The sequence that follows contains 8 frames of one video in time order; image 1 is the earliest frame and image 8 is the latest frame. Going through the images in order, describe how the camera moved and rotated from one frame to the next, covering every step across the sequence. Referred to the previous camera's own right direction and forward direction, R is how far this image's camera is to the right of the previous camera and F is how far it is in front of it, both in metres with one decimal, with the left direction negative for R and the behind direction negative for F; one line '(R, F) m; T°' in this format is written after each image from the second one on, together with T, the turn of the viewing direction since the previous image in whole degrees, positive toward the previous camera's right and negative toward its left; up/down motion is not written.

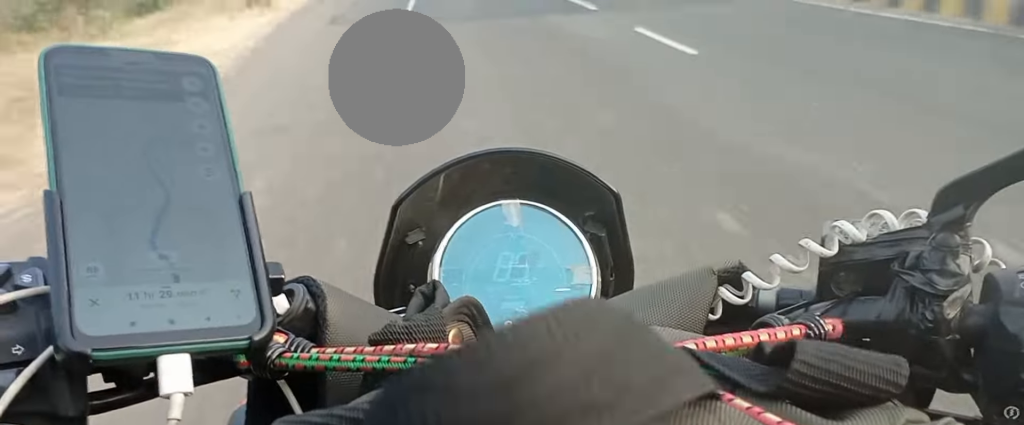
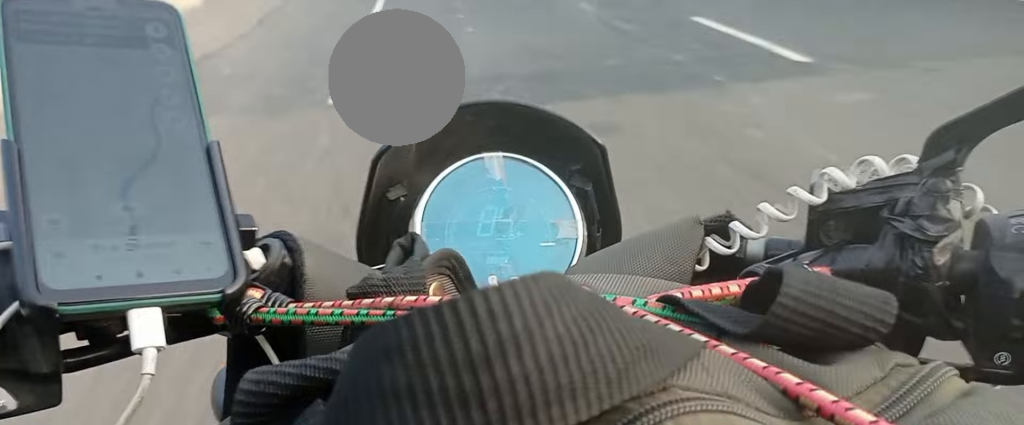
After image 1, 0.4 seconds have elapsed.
(+0.2, +10.5) m; 0°
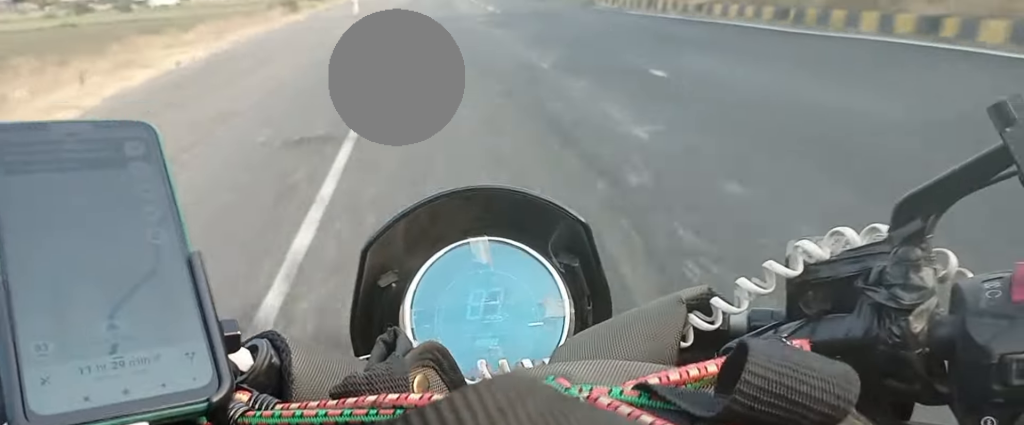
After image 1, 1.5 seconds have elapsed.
(0.0, +24.5) m; +1°
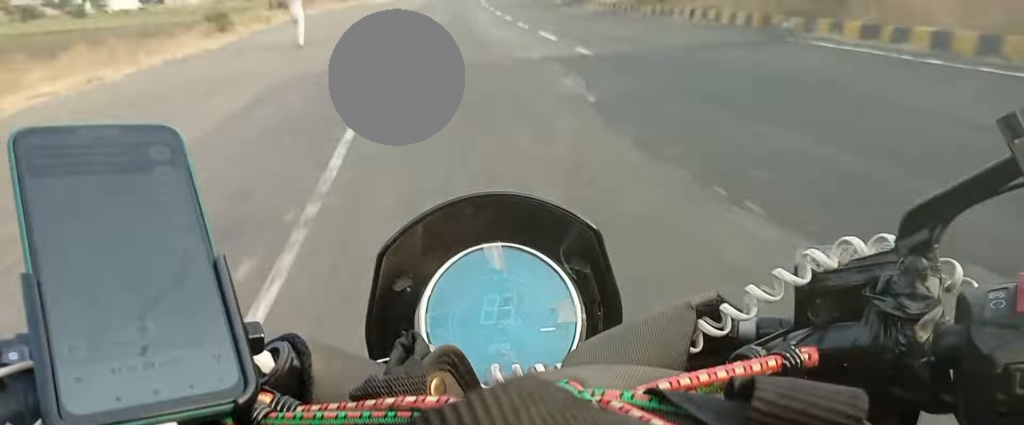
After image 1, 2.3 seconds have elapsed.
(+0.2, +19.3) m; +2°
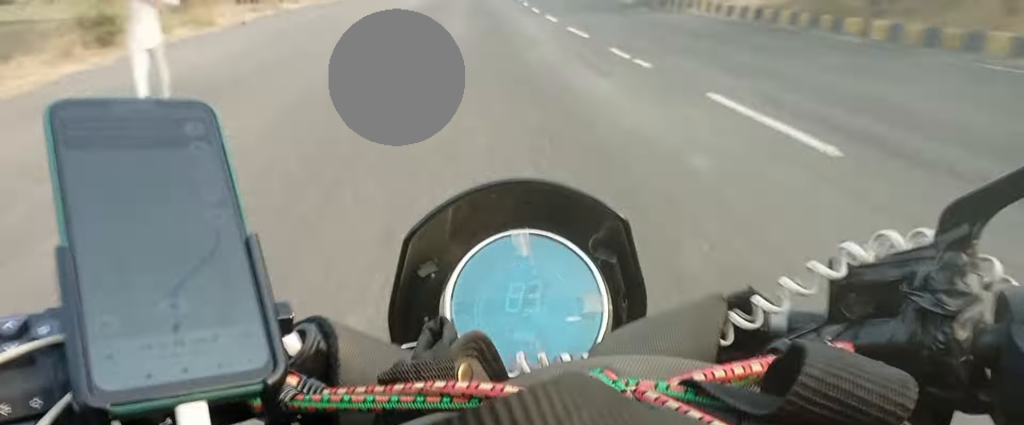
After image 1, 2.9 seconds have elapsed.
(+0.1, +13.8) m; +2°
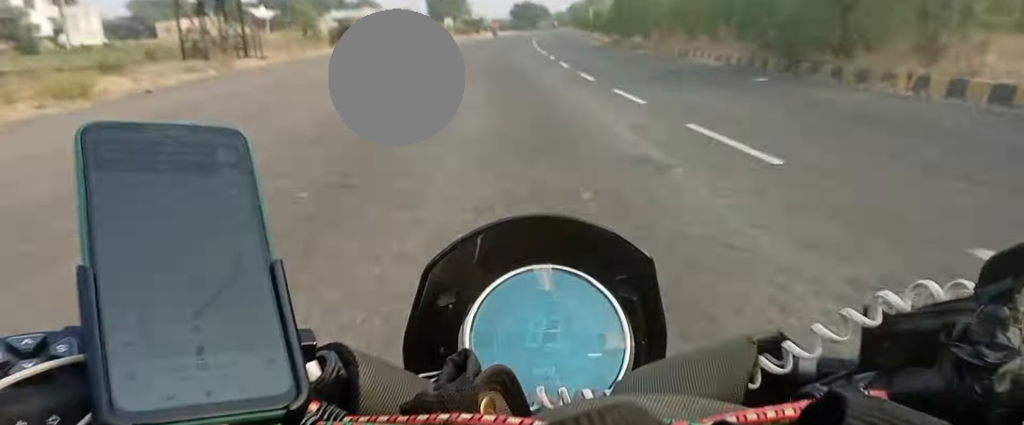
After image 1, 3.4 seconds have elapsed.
(+0.5, +10.7) m; 0°
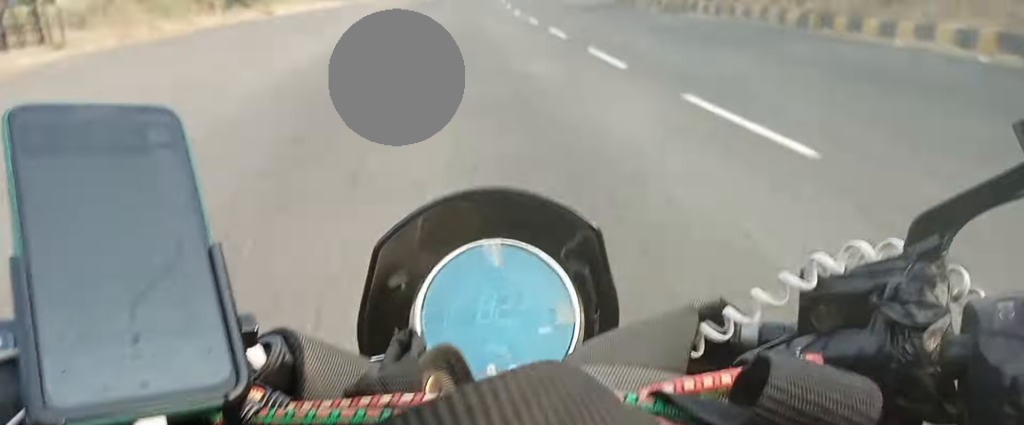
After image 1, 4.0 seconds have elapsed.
(+0.4, +13.7) m; -1°
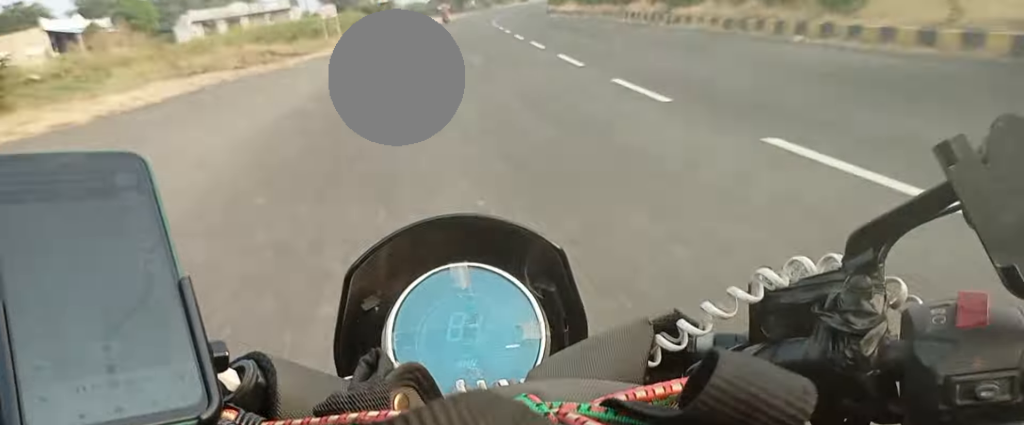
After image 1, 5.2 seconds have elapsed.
(-1.0, +26.1) m; -1°
